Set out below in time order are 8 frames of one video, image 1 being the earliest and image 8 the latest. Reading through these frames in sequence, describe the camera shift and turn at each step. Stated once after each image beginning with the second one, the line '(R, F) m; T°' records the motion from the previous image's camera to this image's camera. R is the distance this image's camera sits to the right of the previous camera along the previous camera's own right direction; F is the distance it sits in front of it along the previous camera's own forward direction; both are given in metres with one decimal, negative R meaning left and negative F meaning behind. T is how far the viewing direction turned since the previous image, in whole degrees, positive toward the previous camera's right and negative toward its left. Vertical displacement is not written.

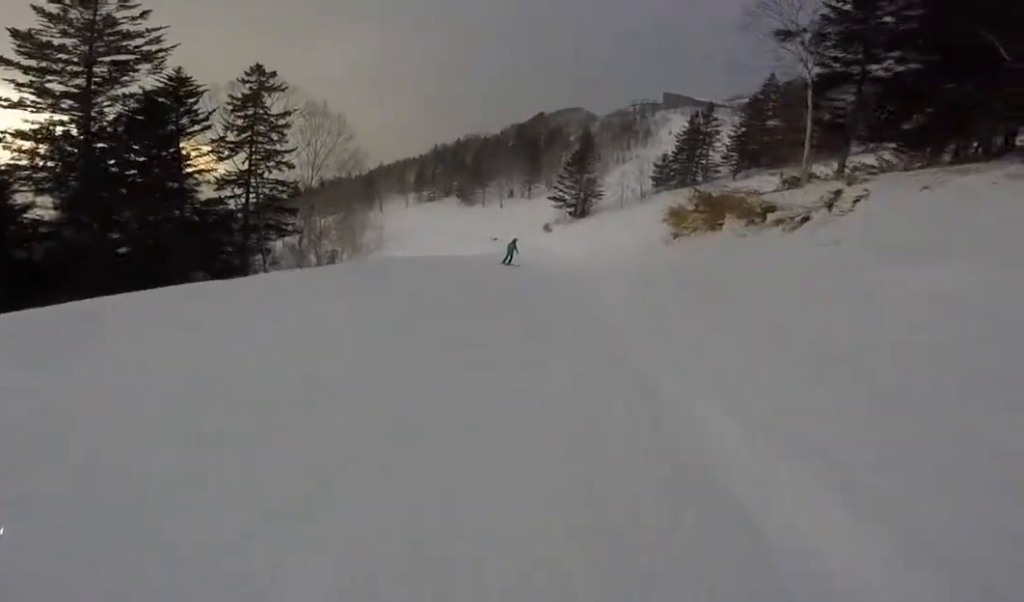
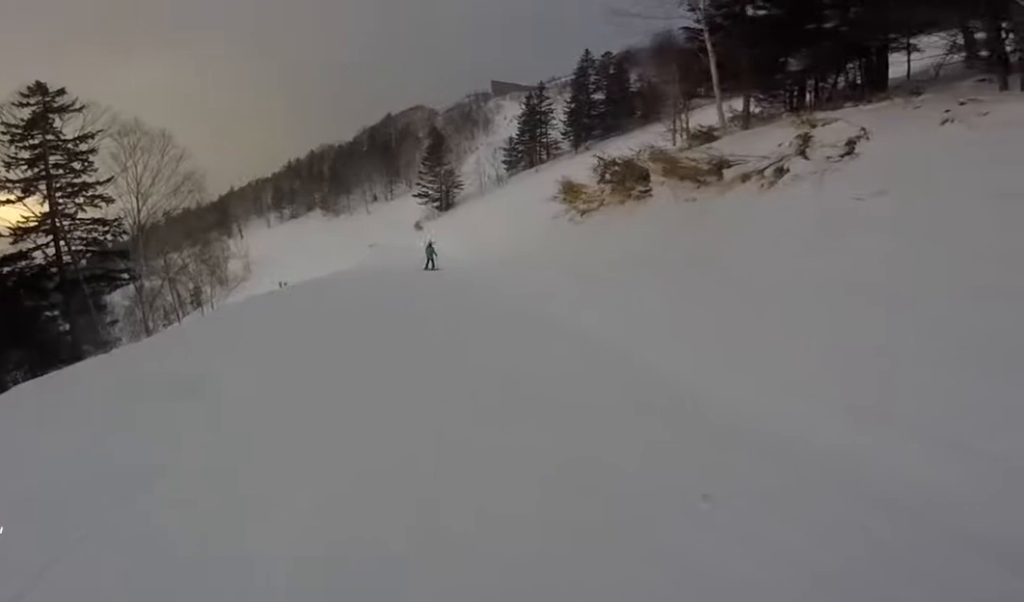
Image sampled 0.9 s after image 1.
(+0.1, +4.3) m; +10°
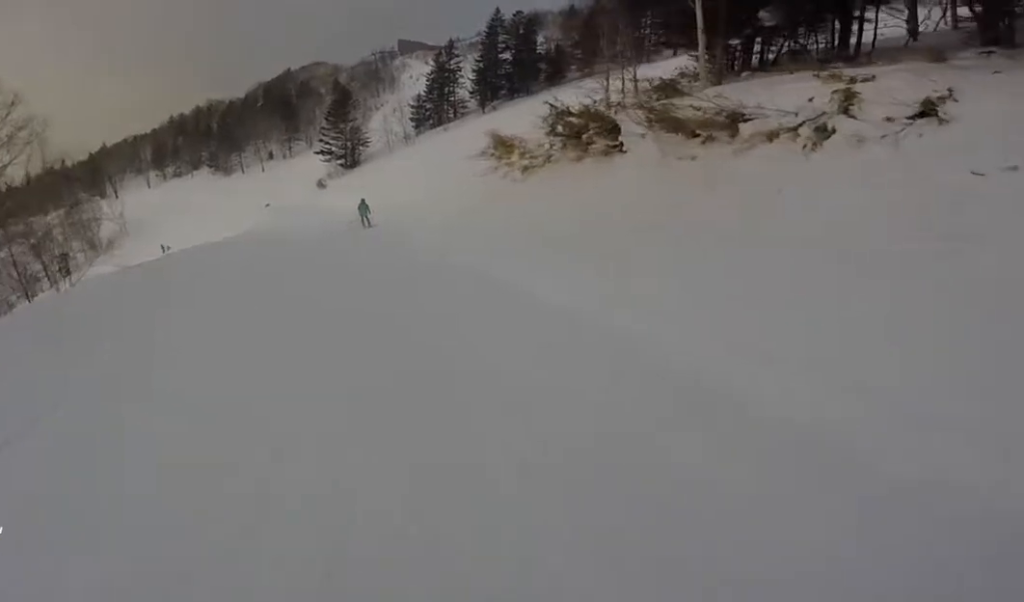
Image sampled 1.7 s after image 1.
(+0.5, +3.7) m; +6°
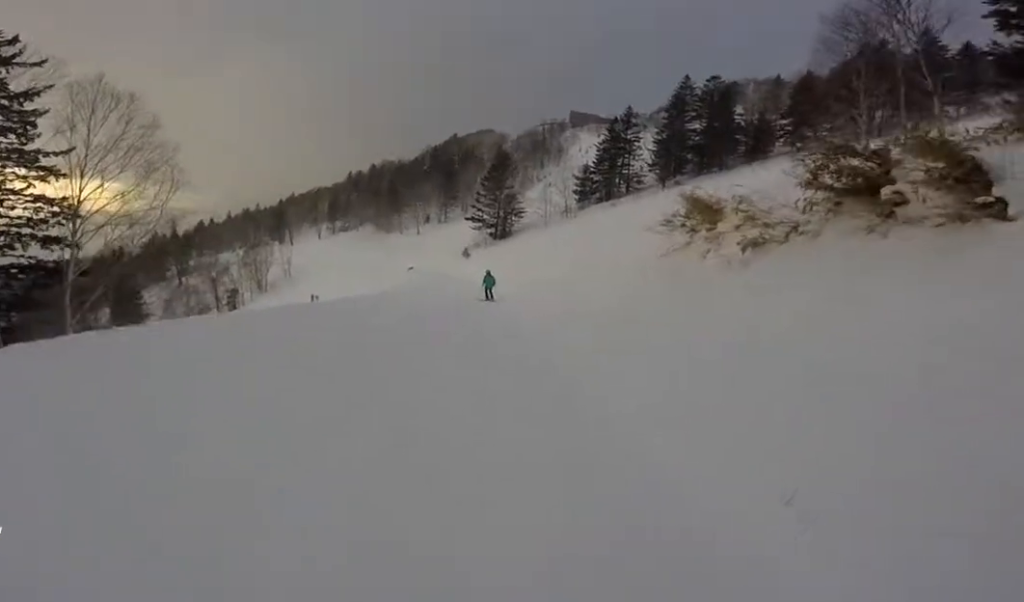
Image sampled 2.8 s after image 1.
(-0.7, +5.4) m; -16°
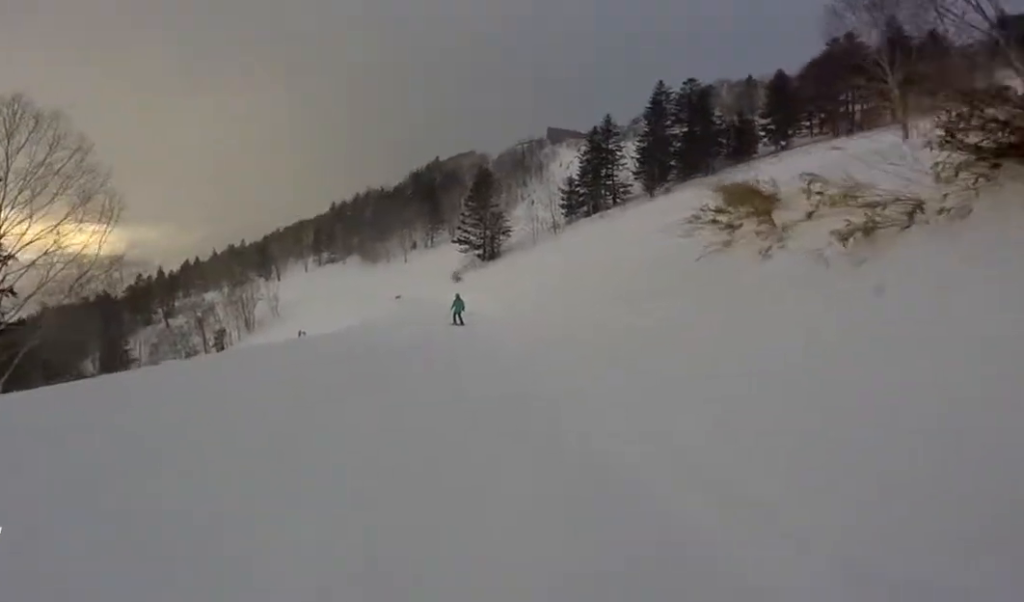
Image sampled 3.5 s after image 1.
(-0.9, +3.5) m; -2°
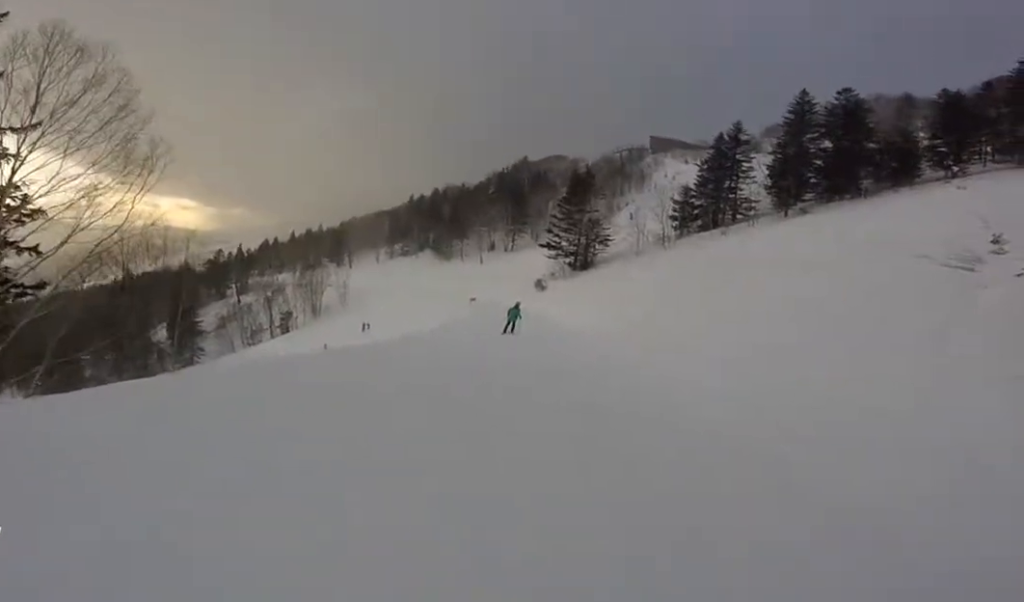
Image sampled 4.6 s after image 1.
(+1.1, +5.5) m; -1°
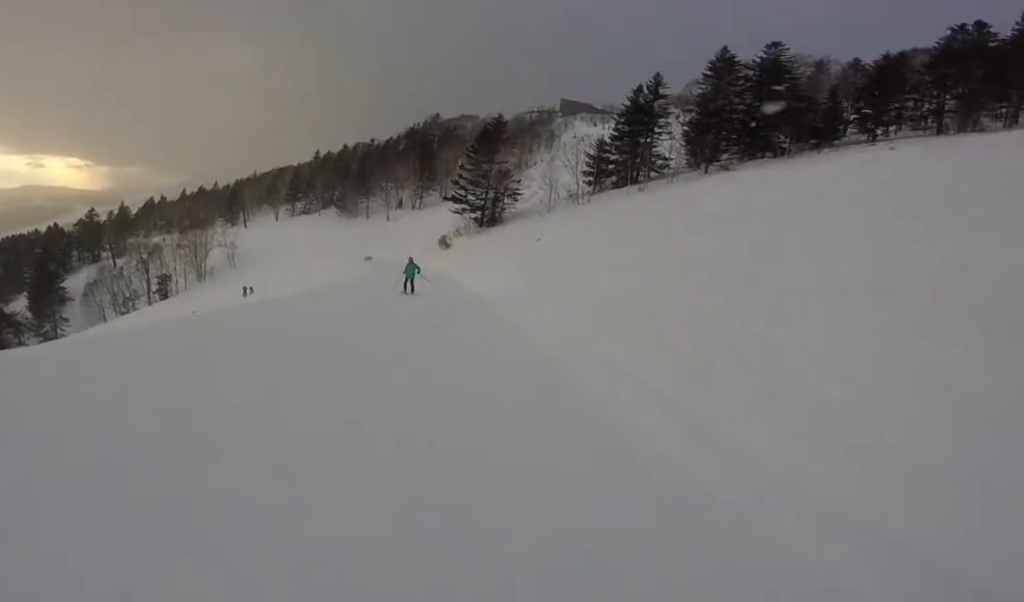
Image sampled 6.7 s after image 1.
(-1.2, +9.3) m; +8°
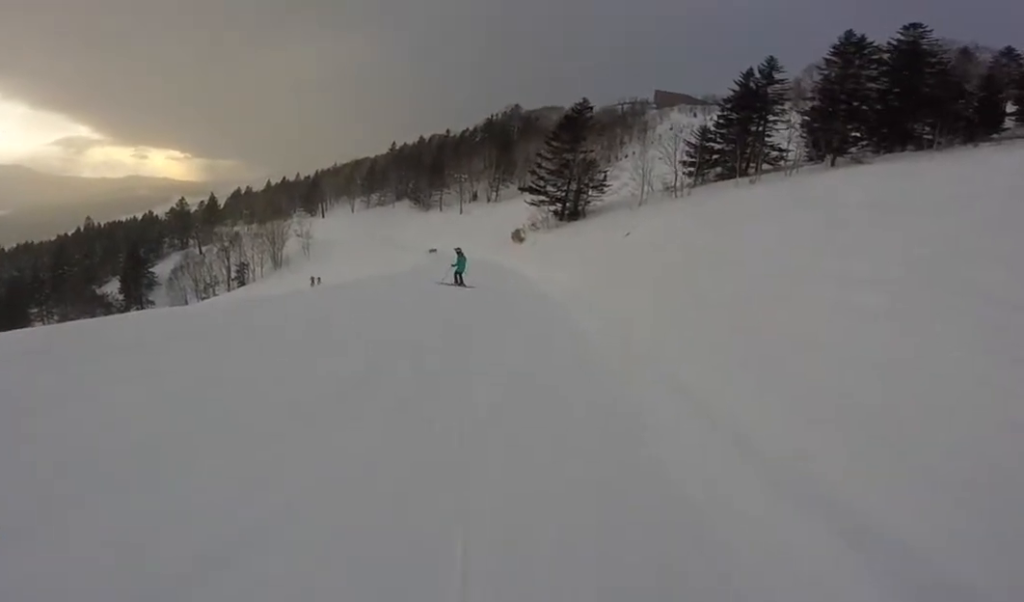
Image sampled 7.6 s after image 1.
(+0.9, +3.2) m; 0°
